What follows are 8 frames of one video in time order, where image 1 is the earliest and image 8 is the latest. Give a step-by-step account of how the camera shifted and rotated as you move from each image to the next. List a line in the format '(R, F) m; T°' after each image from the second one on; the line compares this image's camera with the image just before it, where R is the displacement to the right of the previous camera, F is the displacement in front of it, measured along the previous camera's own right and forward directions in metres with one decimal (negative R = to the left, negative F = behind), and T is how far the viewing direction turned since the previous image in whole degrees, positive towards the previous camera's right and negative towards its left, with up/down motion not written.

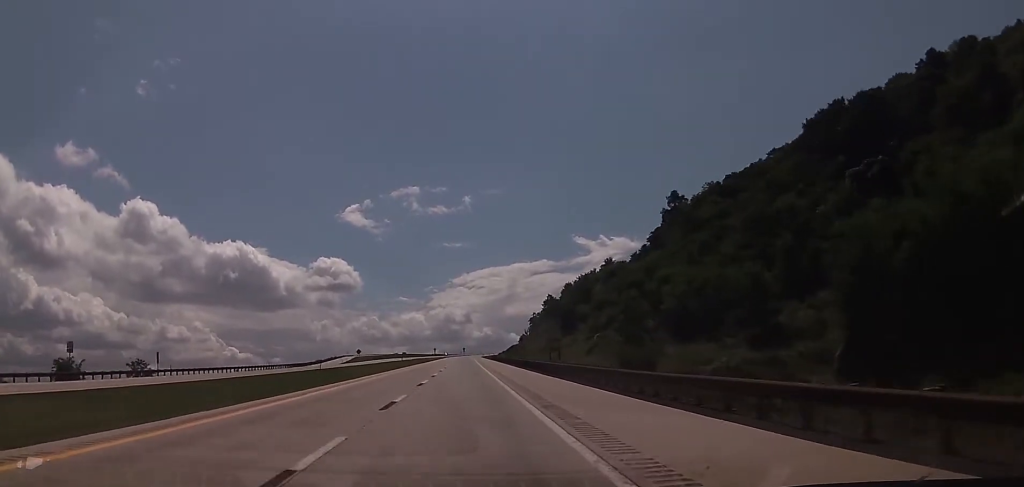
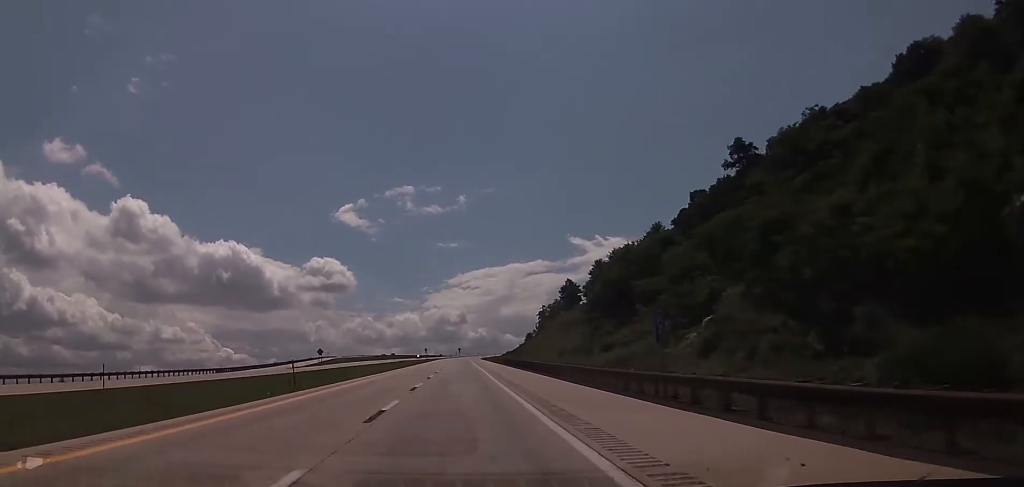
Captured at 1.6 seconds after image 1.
(-0.2, +51.8) m; 0°
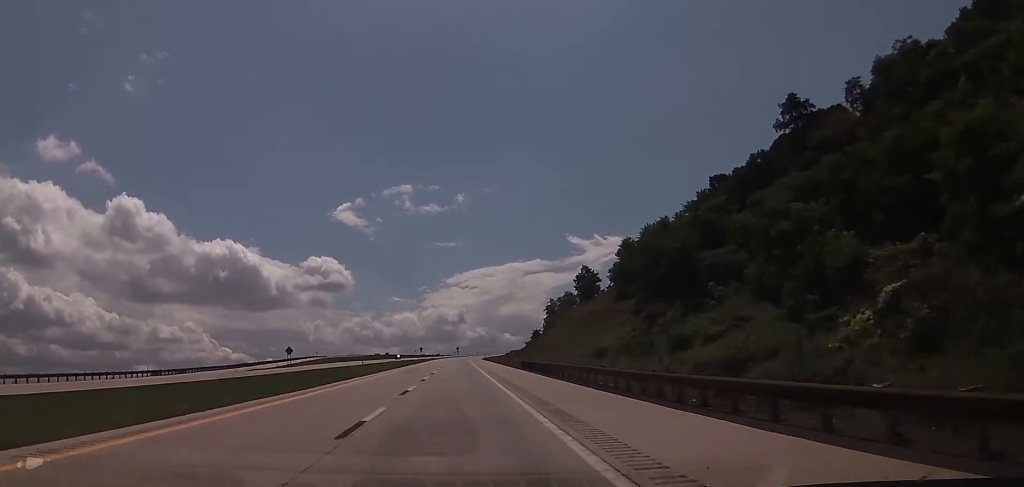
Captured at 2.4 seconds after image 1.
(+0.2, +27.5) m; 0°
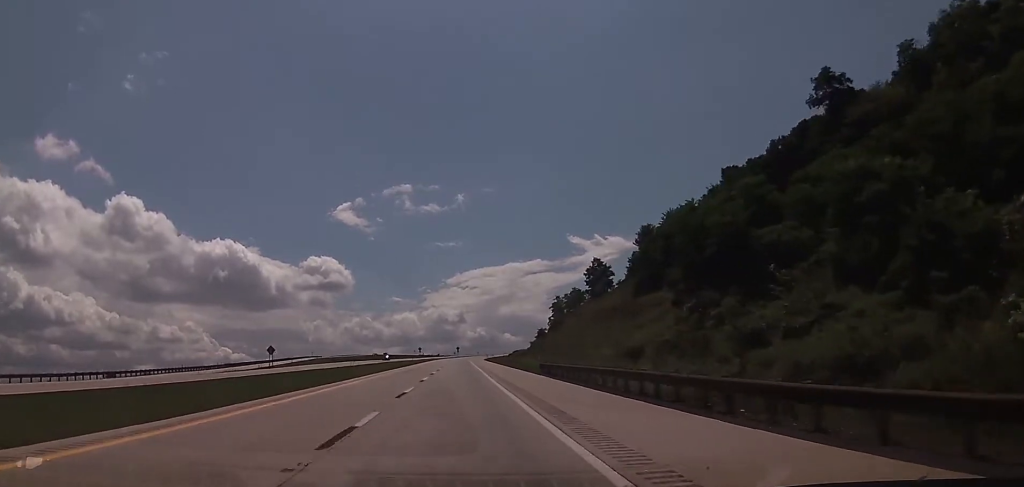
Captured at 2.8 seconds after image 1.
(-0.2, +13.2) m; 0°
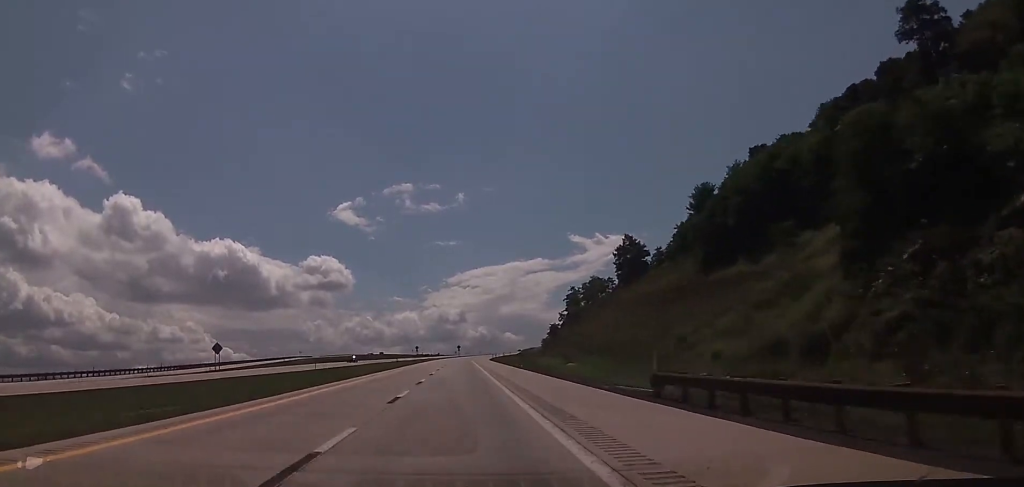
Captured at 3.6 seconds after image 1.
(-0.2, +27.5) m; 0°
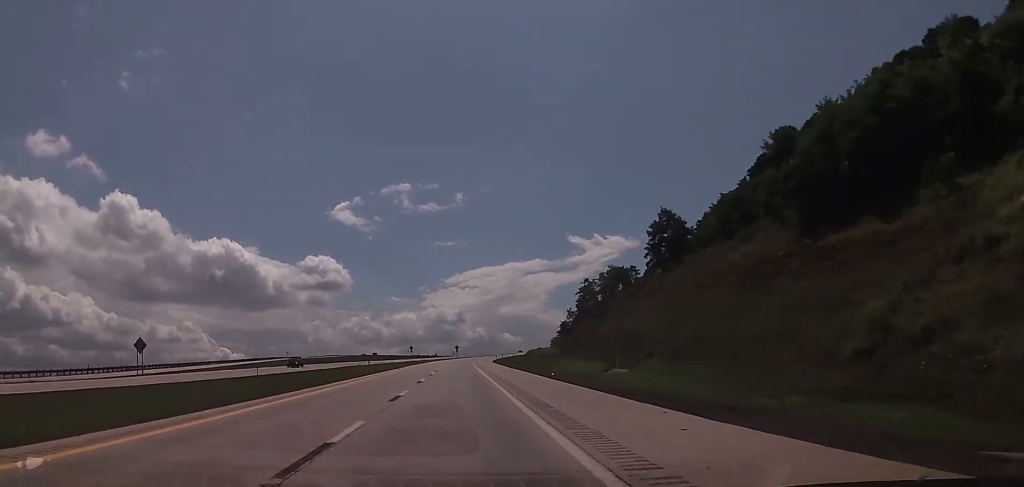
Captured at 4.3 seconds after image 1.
(-0.1, +23.1) m; 0°
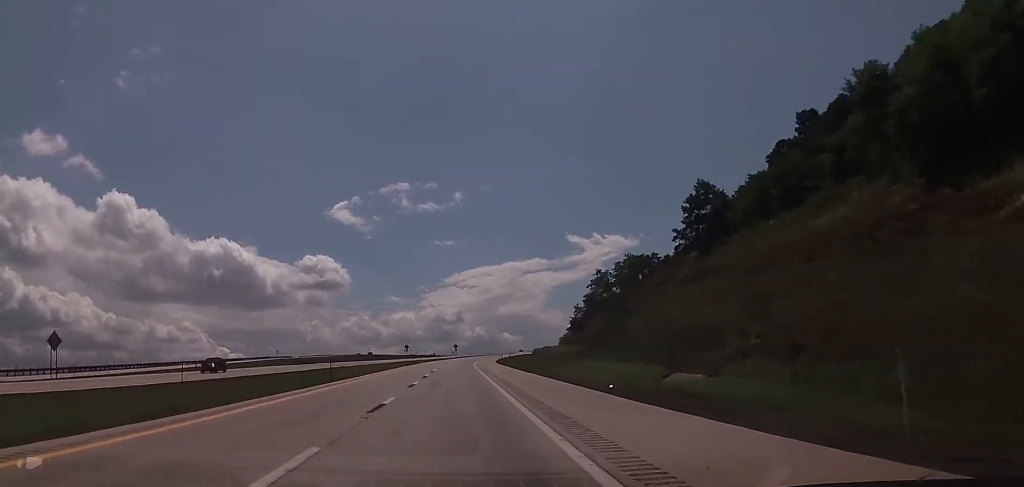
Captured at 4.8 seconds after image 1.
(+0.2, +16.5) m; 0°
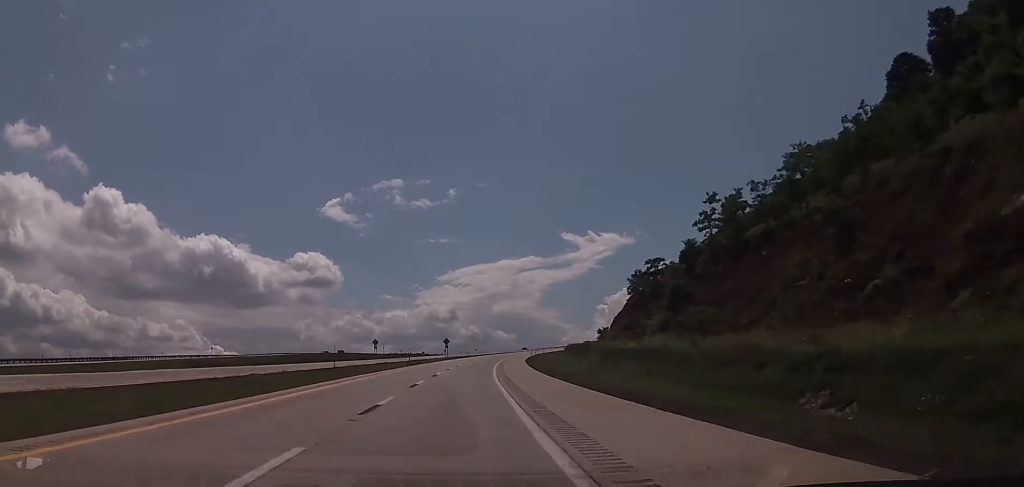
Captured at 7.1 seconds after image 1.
(0.0, +73.4) m; 0°
